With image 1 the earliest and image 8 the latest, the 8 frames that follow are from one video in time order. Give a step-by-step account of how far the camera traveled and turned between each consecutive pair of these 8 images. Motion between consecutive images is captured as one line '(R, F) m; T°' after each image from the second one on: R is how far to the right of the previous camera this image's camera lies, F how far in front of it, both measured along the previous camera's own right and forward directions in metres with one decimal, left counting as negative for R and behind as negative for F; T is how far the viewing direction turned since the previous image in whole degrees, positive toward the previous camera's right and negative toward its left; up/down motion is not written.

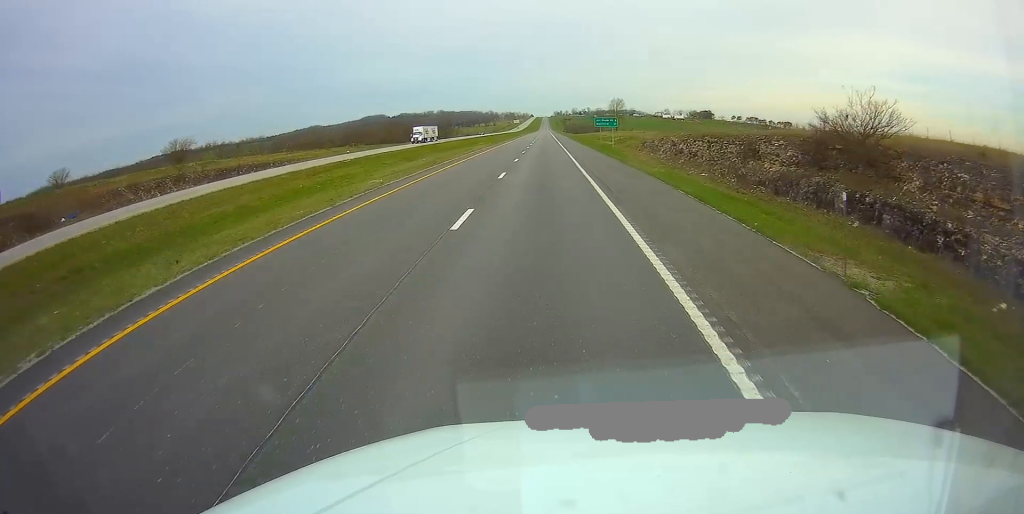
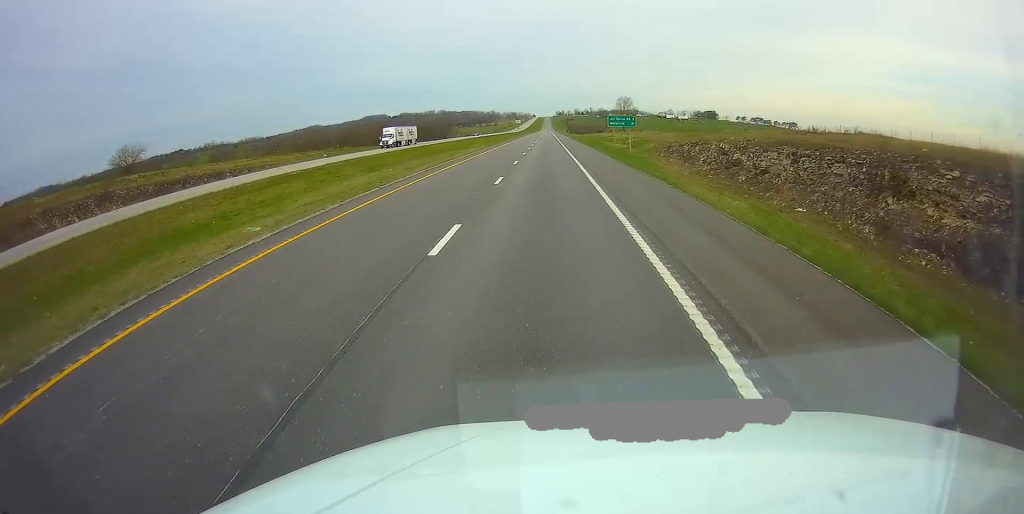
(0.0, +14.3) m; 0°
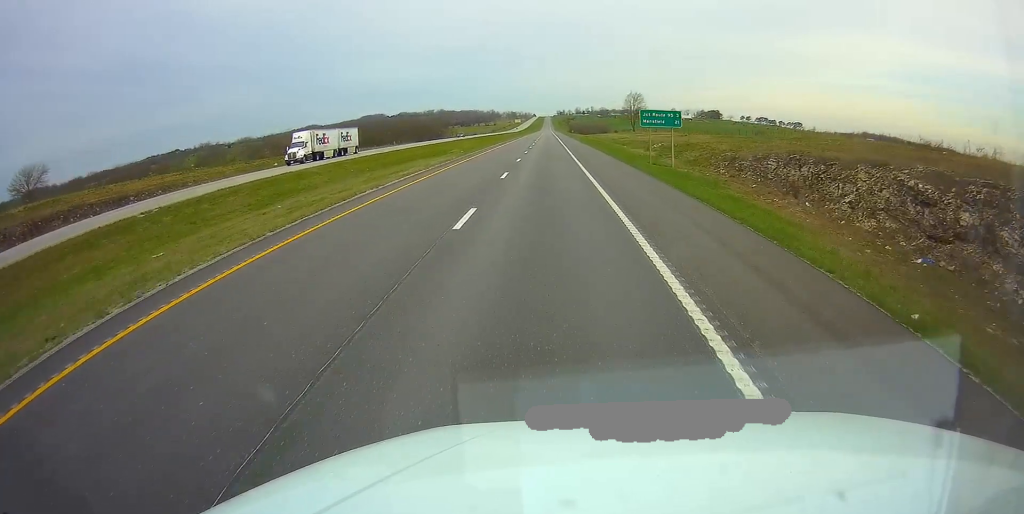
(0.0, +21.5) m; 0°
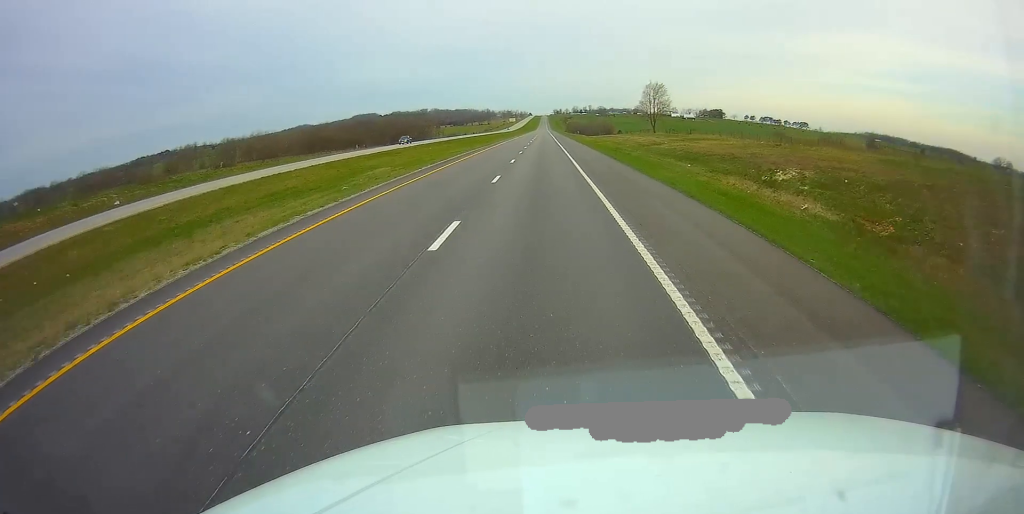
(+0.1, +38.0) m; 0°
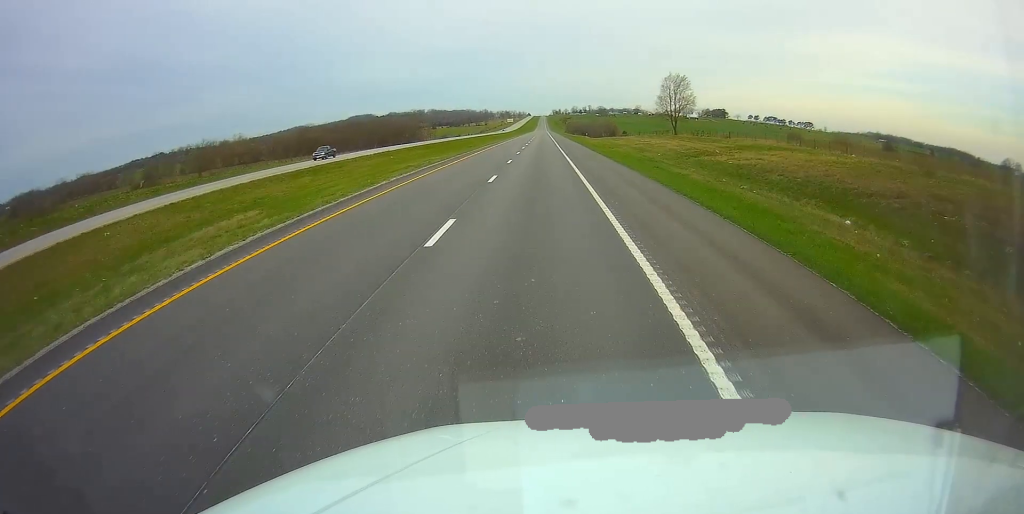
(0.0, +23.7) m; 0°
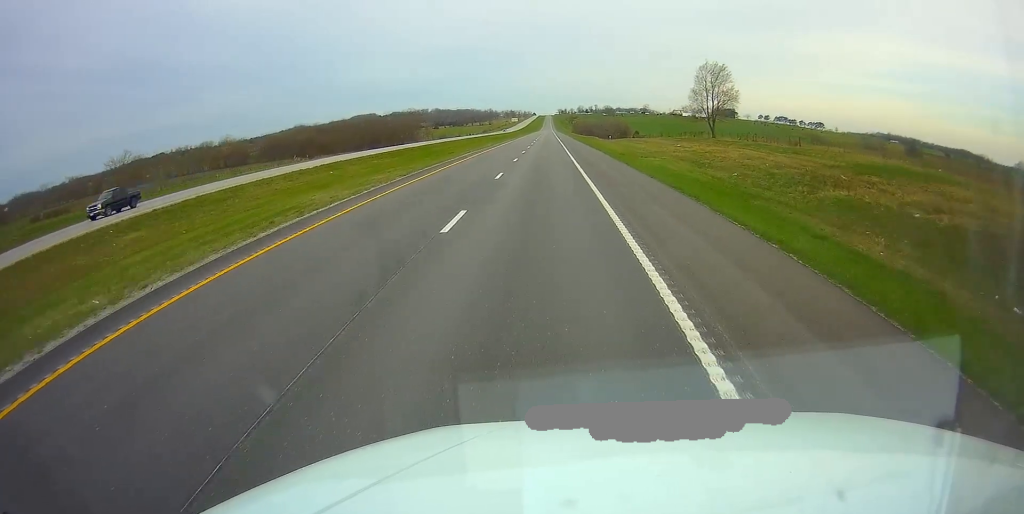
(0.0, +22.6) m; 0°
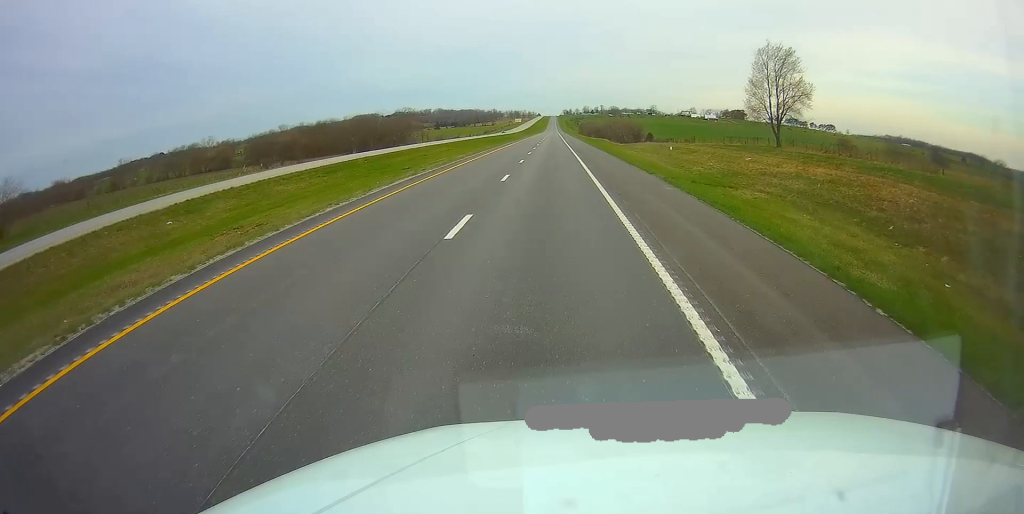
(0.0, +24.8) m; 0°
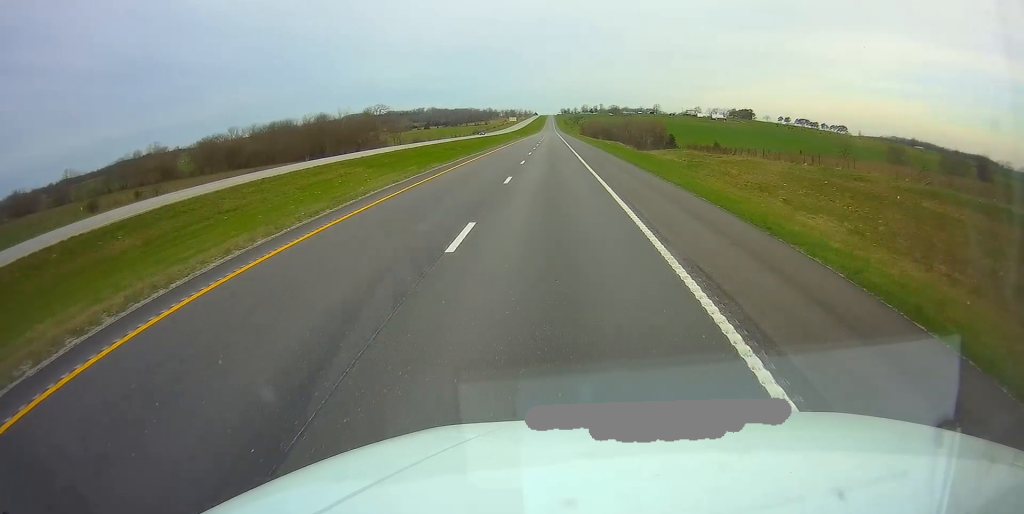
(-0.2, +49.6) m; 0°
